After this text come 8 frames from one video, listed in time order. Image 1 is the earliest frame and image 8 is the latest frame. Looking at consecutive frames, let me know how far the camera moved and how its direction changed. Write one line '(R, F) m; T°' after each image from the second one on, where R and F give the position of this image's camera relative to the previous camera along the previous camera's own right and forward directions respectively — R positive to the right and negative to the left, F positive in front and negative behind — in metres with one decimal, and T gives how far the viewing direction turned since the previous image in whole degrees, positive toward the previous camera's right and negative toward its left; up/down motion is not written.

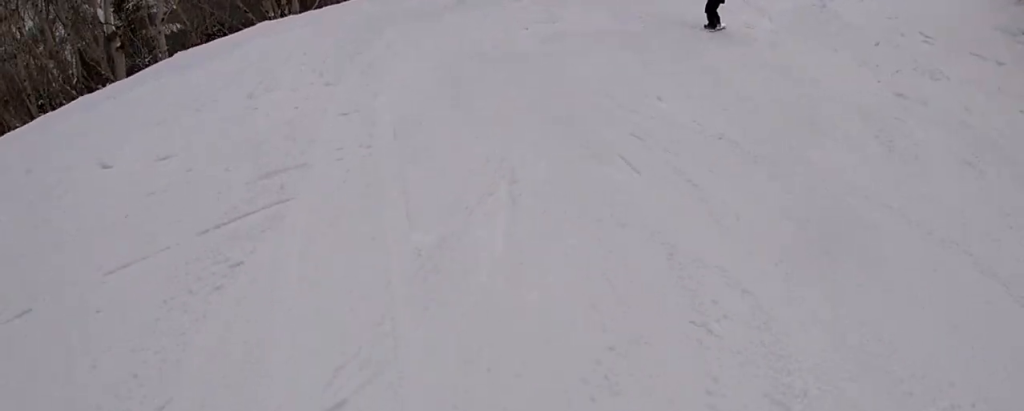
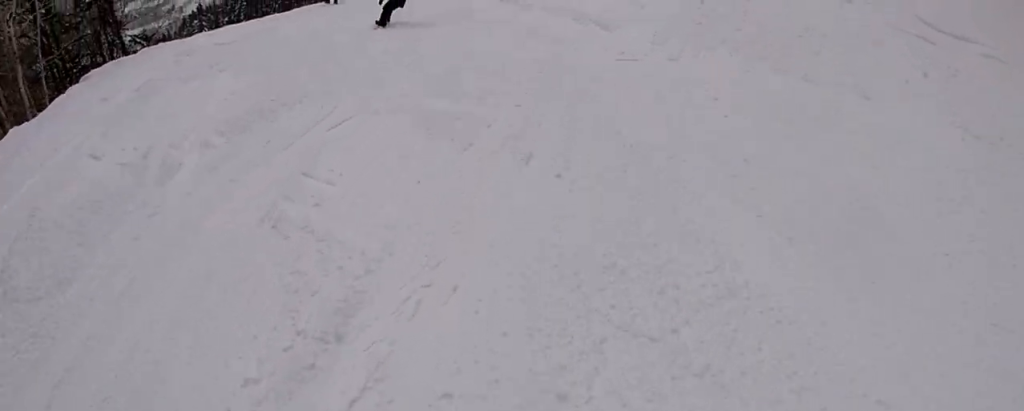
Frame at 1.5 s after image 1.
(-0.4, +7.3) m; +9°
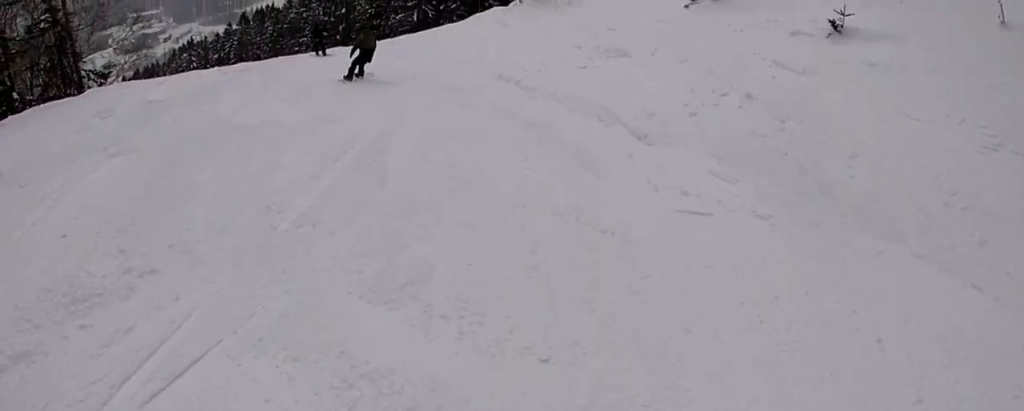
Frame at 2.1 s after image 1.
(+0.5, +3.0) m; +14°
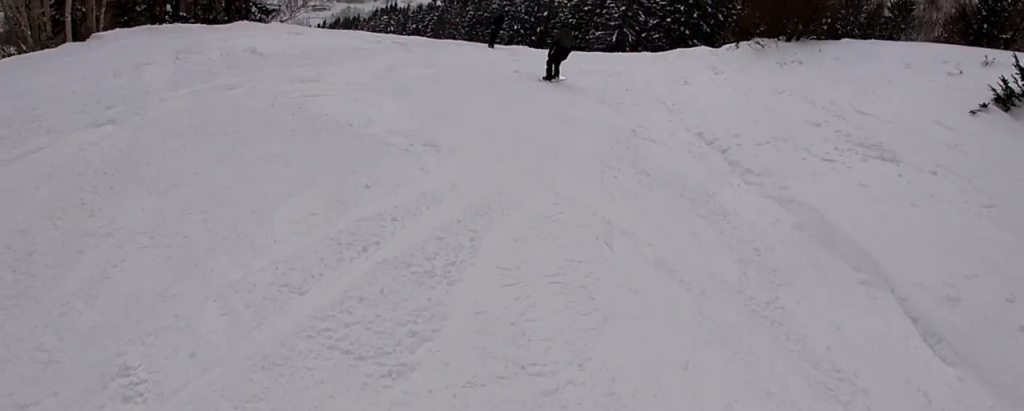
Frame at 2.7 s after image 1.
(+0.3, +3.1) m; +5°
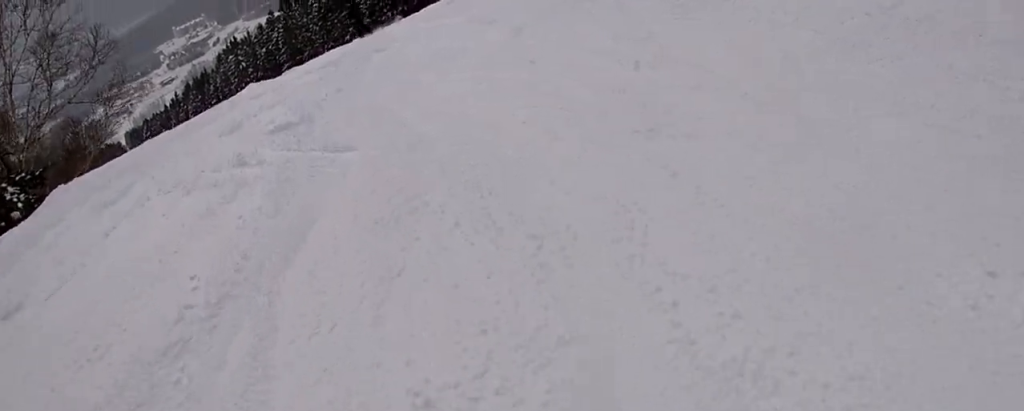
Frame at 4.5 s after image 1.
(-3.5, +8.3) m; -33°
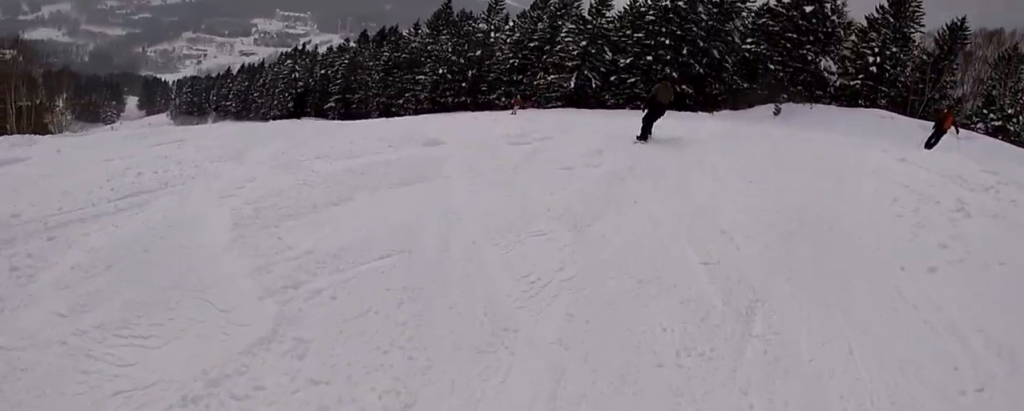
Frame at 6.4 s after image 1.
(+6.0, +8.9) m; +36°
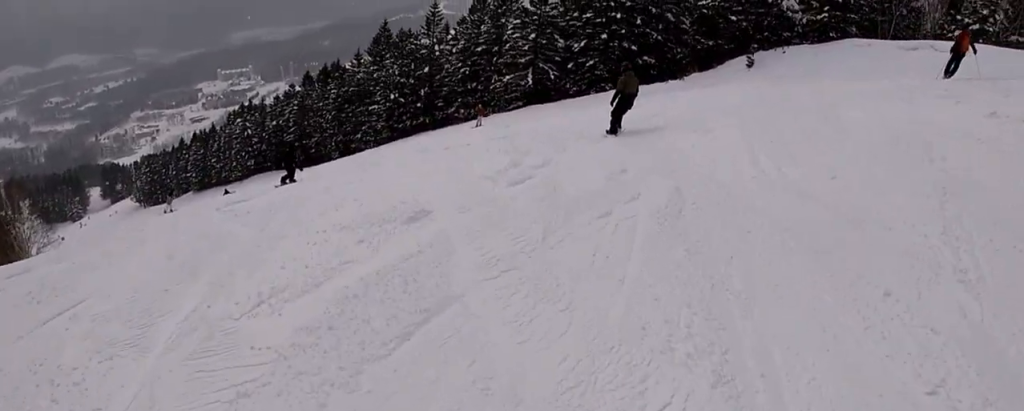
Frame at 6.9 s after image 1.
(-0.4, +2.5) m; -6°
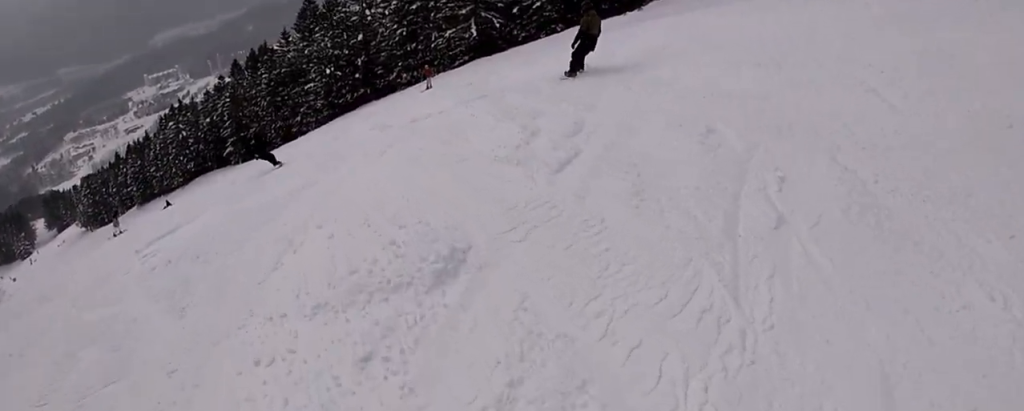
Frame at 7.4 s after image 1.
(-0.5, +2.8) m; -9°
